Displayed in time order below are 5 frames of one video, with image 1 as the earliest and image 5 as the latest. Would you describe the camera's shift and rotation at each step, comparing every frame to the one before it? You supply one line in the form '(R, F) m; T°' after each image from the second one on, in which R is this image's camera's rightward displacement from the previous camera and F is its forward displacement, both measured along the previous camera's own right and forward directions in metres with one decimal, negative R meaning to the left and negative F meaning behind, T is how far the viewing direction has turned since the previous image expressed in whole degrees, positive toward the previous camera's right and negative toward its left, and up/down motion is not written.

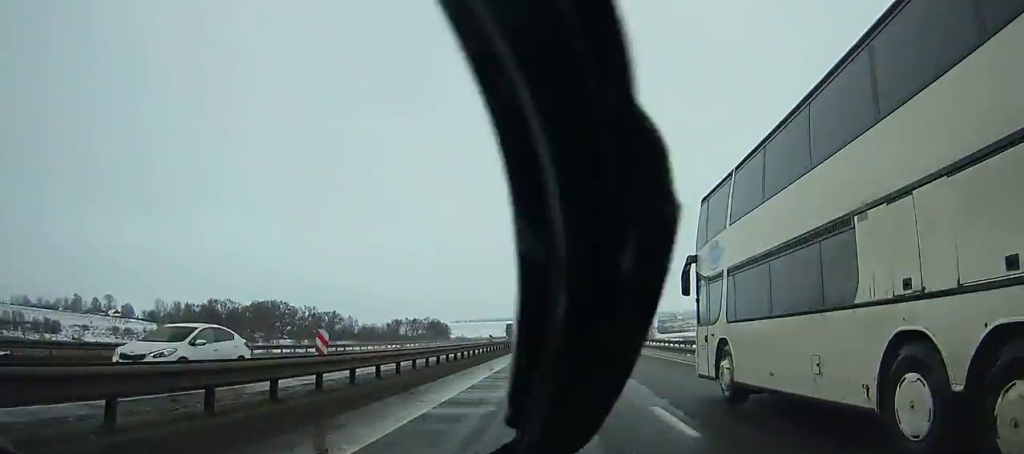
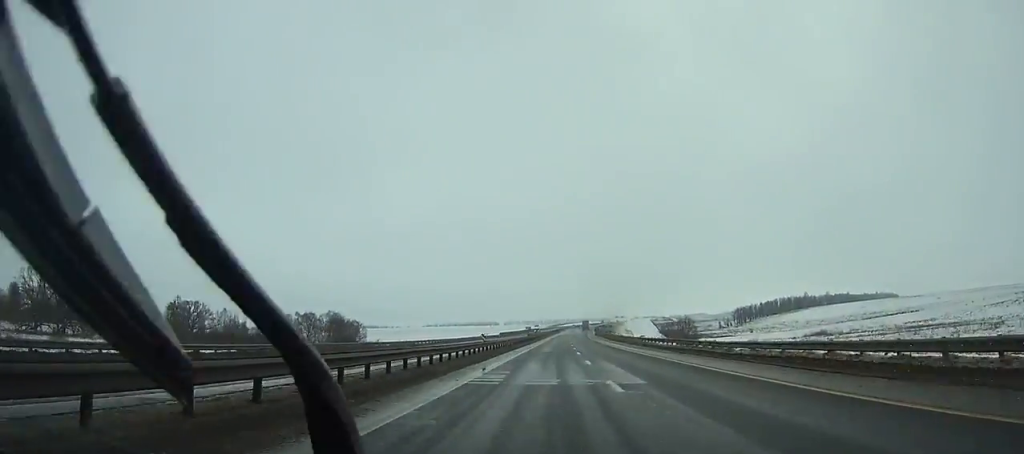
(+2.3, +124.4) m; +3°
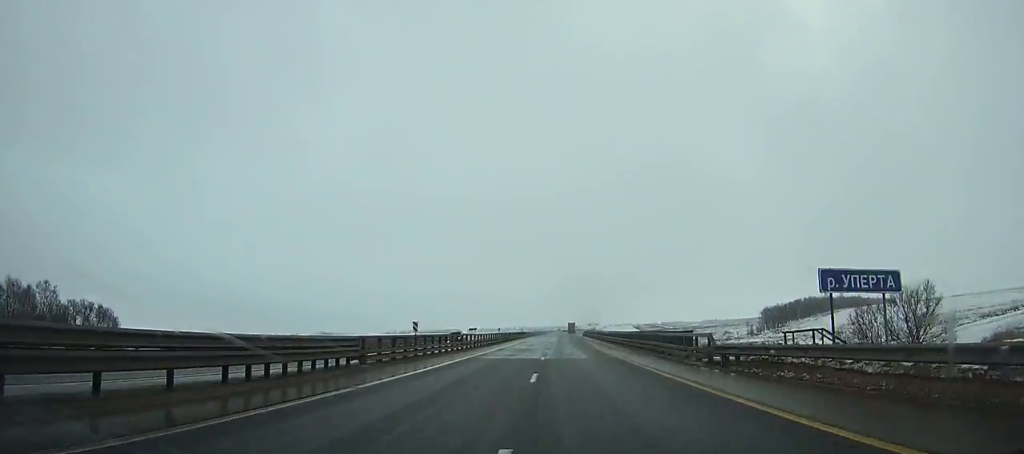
(+3.7, +126.1) m; +3°
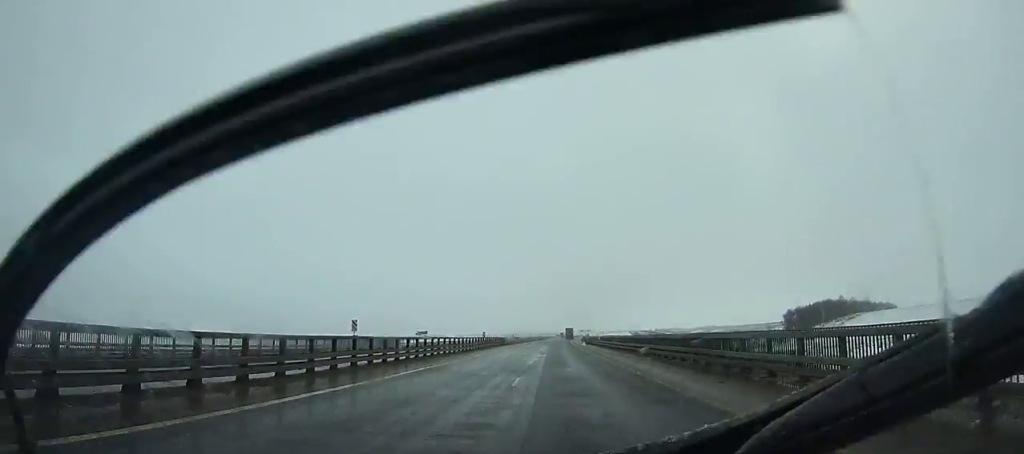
(+0.3, +49.4) m; +1°
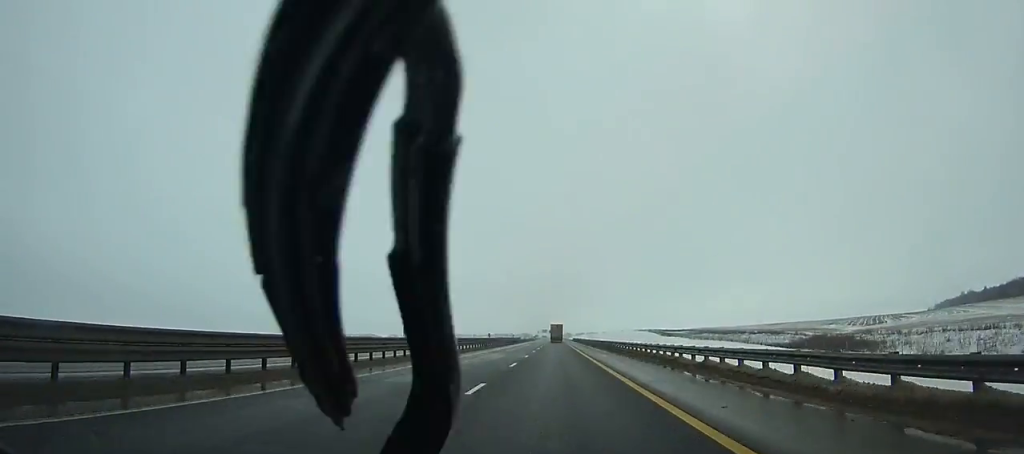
(+11.7, +344.6) m; +3°
